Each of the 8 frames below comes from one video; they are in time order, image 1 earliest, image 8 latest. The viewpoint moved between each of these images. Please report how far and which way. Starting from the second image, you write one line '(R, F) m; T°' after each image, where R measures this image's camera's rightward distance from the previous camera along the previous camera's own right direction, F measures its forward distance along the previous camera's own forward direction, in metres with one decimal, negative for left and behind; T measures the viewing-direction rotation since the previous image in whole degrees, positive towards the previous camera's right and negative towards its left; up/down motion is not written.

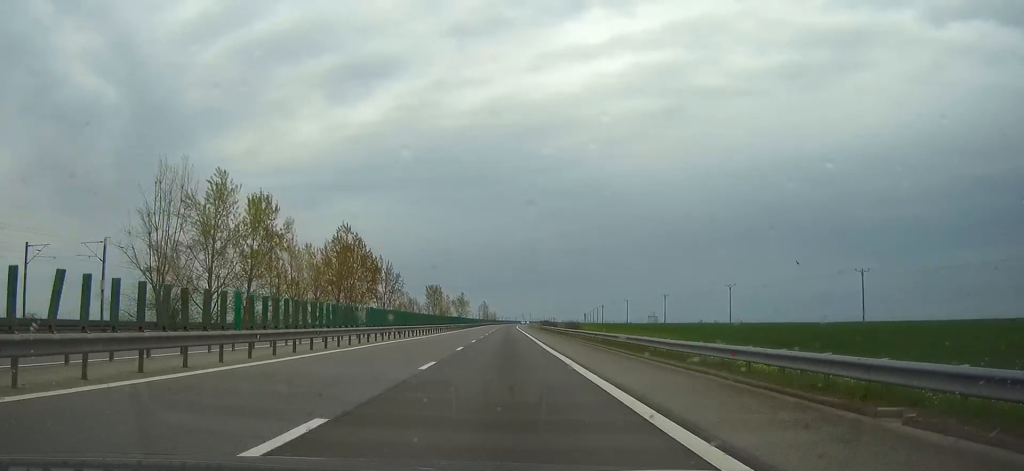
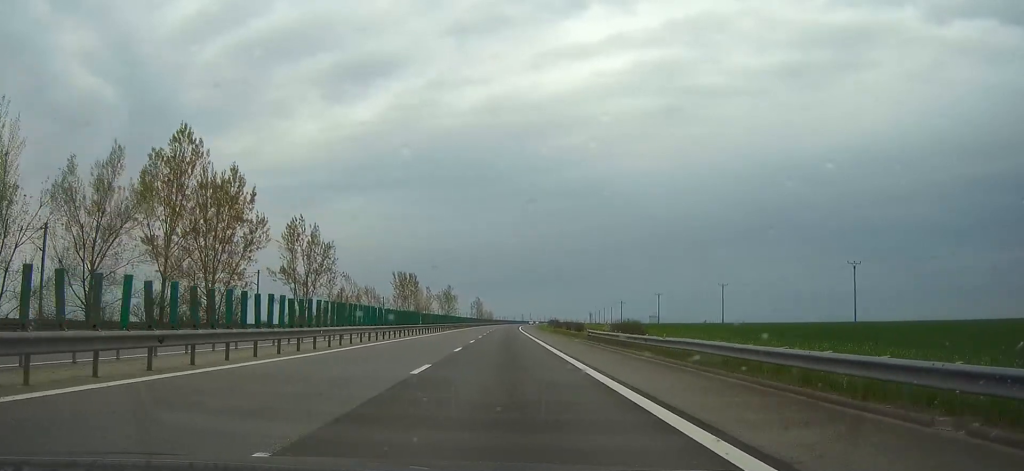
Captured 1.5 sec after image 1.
(+0.2, +44.6) m; 0°
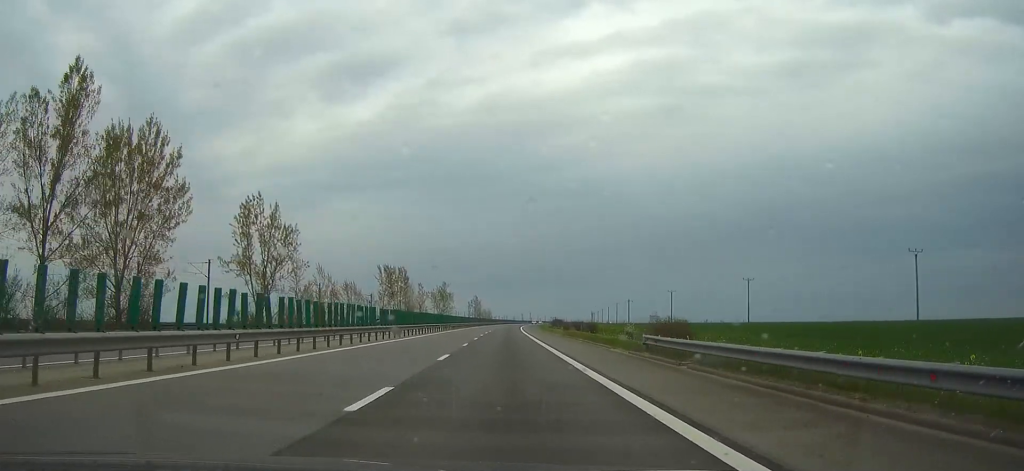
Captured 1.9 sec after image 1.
(0.0, +13.4) m; 0°
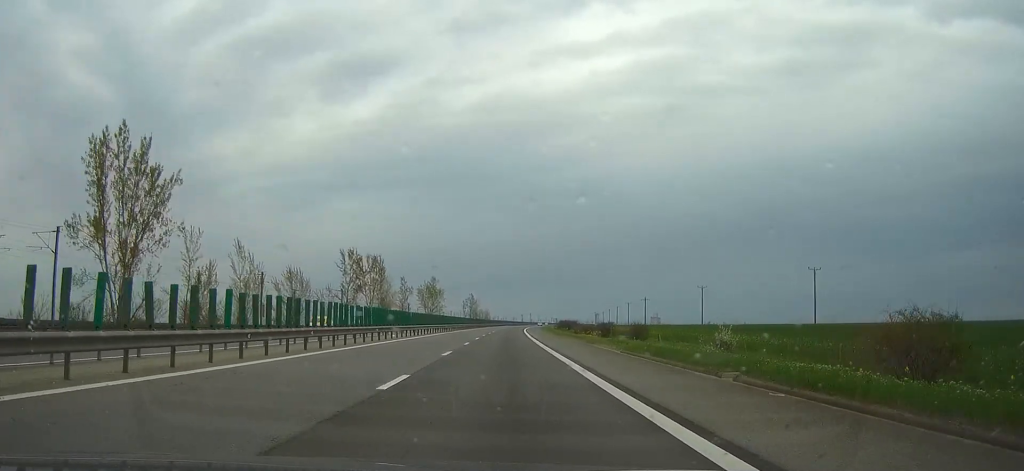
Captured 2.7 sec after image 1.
(0.0, +24.7) m; 0°
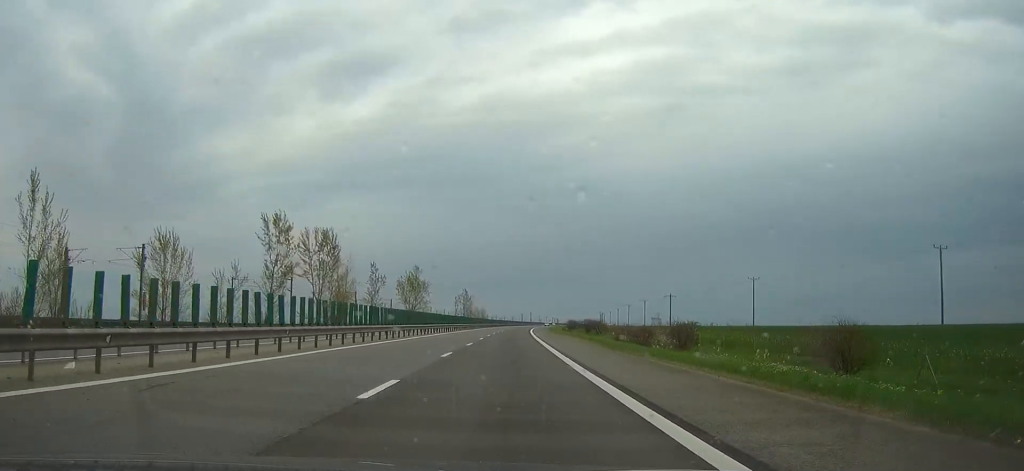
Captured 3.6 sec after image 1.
(0.0, +26.4) m; 0°
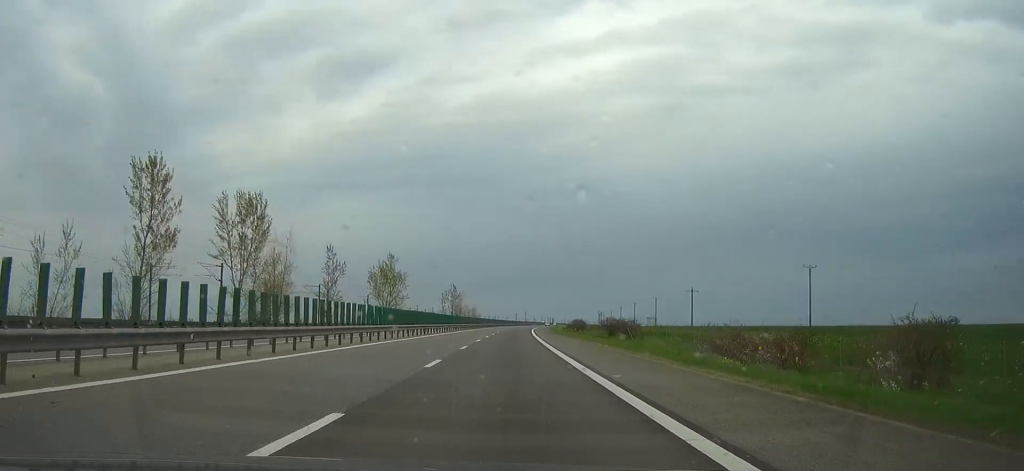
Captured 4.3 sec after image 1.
(0.0, +20.7) m; 0°
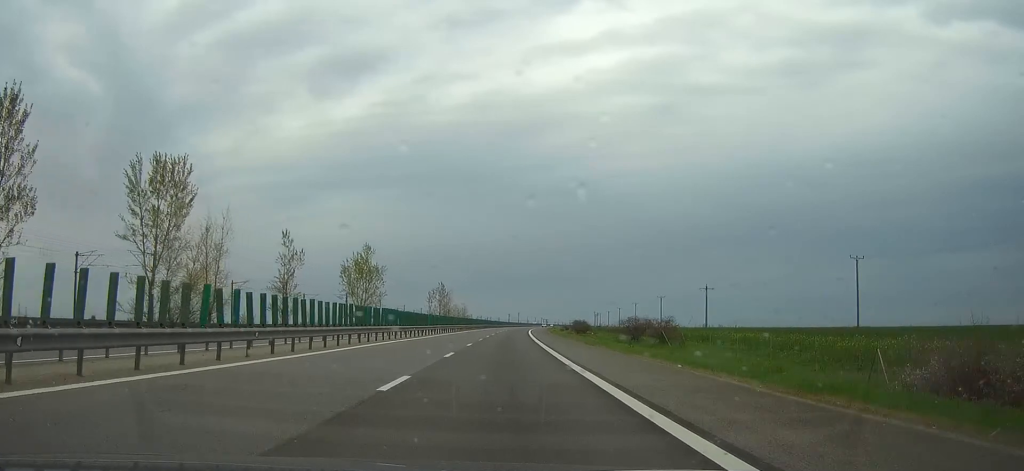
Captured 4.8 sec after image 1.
(0.0, +13.1) m; 0°
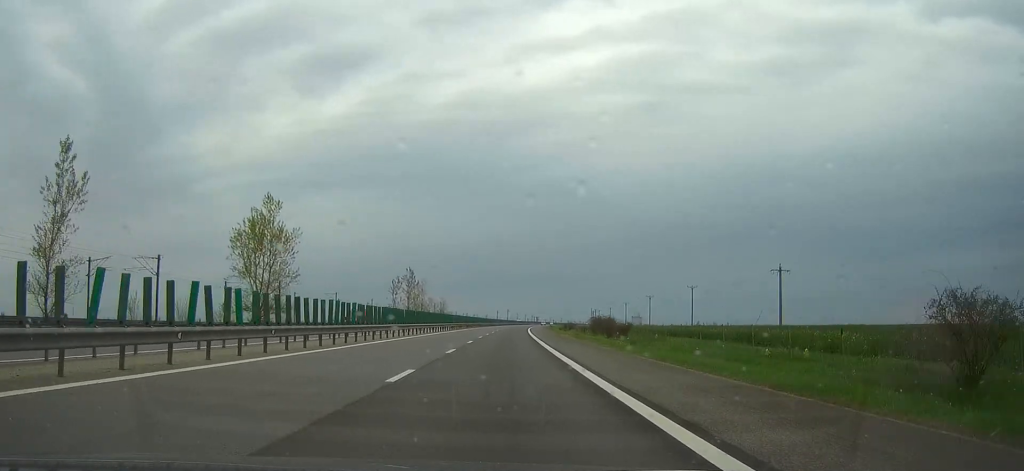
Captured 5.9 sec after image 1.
(+0.2, +38.6) m; +1°
